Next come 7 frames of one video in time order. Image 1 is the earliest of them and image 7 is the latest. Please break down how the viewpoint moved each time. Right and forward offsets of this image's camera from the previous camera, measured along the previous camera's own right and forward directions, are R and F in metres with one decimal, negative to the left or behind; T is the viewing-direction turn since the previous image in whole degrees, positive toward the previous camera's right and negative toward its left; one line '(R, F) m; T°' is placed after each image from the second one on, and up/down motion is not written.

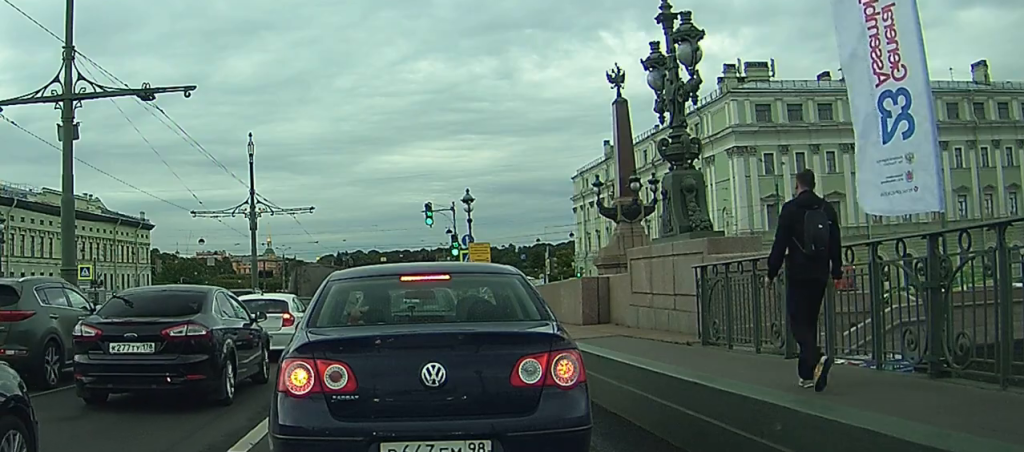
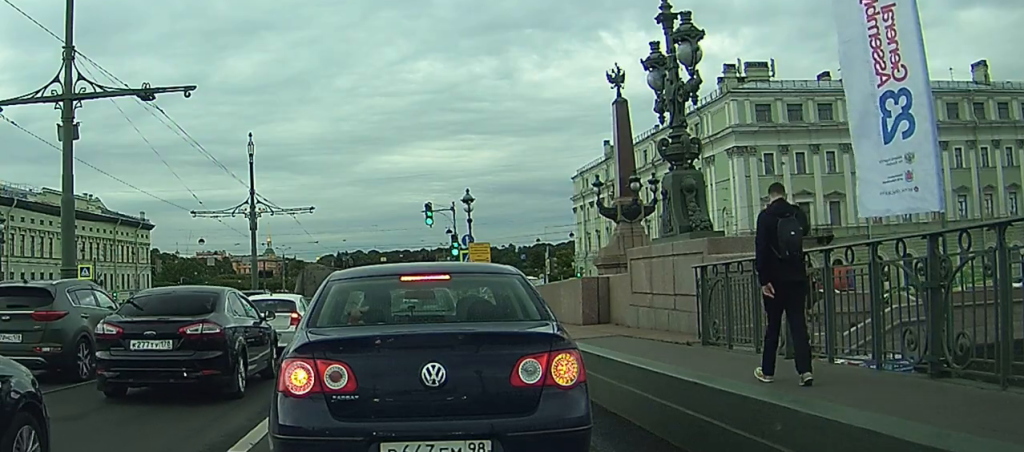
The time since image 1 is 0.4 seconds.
(0.0, 0.0) m; 0°
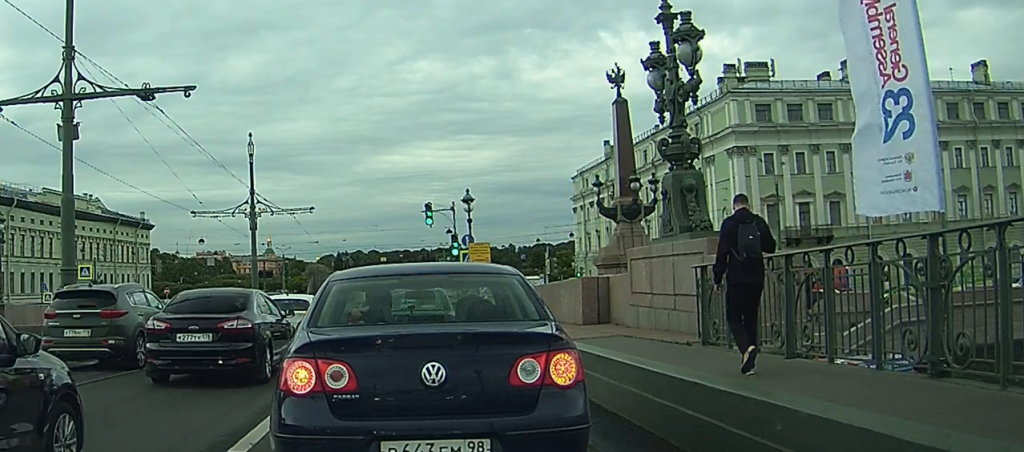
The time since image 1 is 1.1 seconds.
(0.0, 0.0) m; 0°
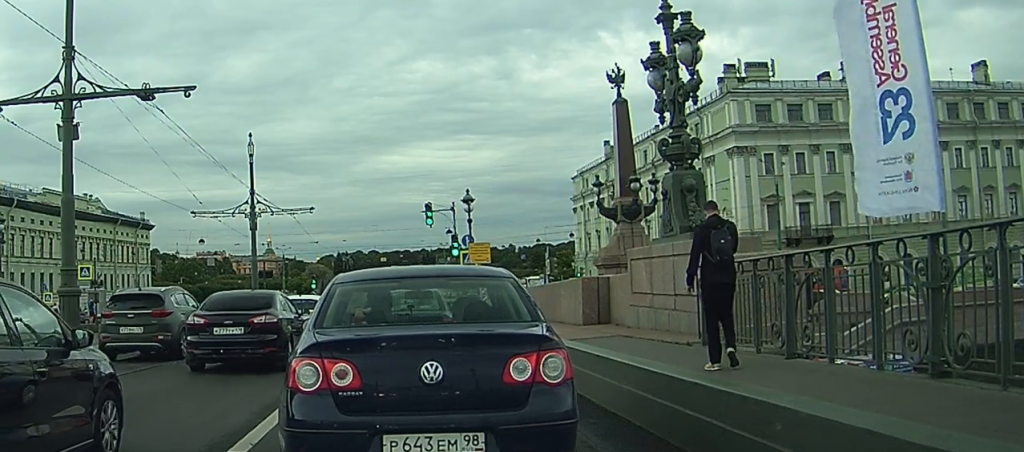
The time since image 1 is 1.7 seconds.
(0.0, 0.0) m; 0°
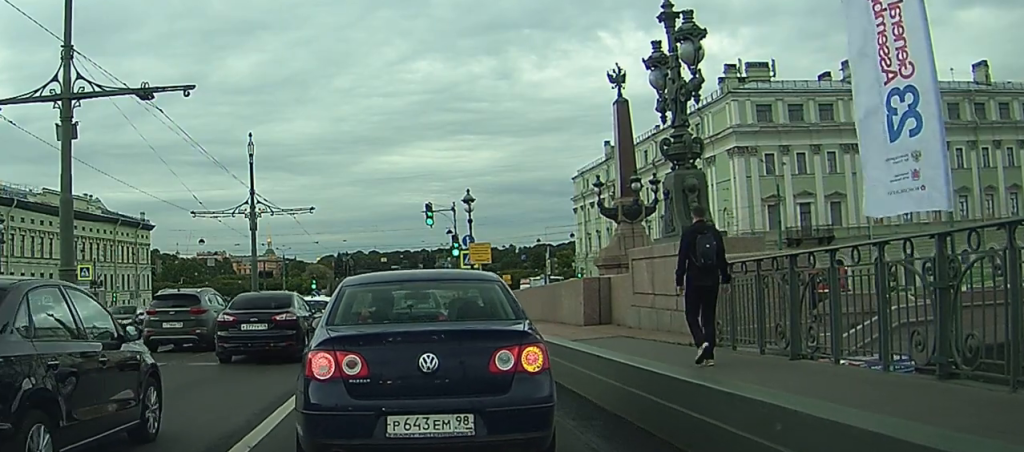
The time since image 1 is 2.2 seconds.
(0.0, +0.1) m; 0°
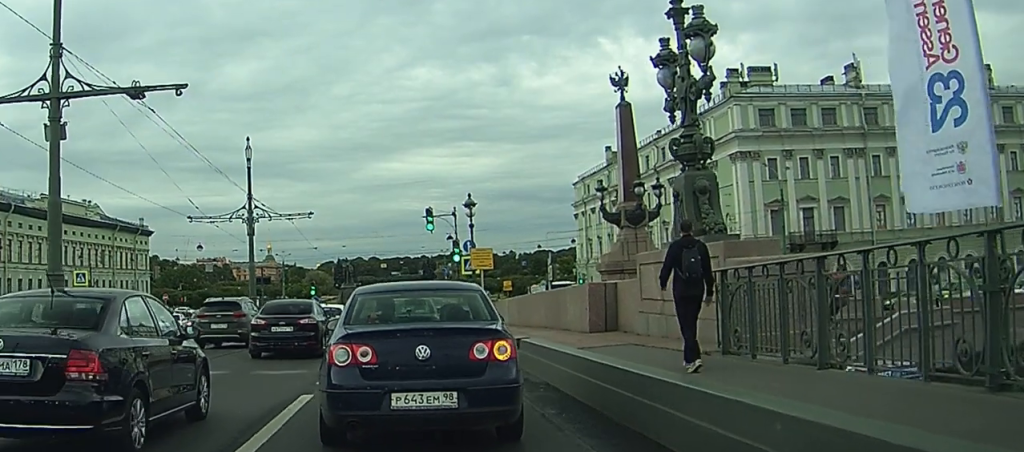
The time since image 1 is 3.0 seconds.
(+0.1, +0.1) m; 0°
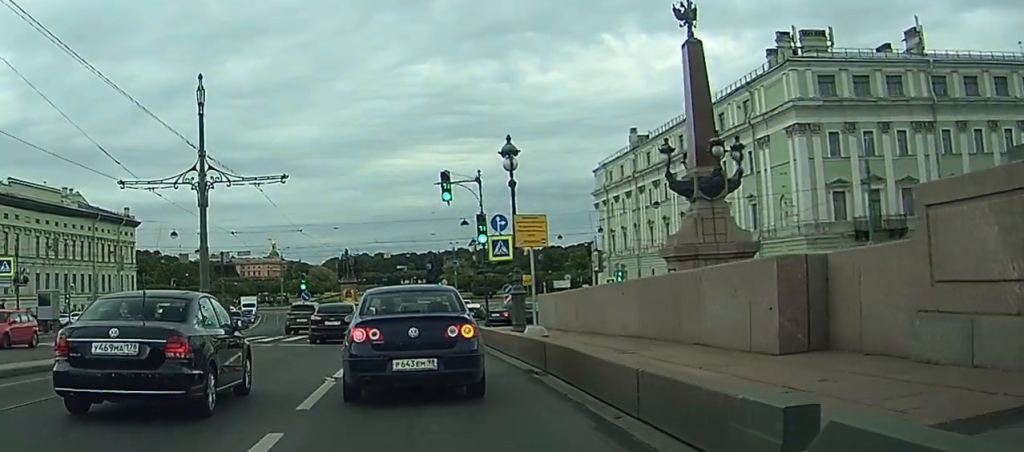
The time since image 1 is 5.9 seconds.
(+0.1, +7.2) m; 0°
